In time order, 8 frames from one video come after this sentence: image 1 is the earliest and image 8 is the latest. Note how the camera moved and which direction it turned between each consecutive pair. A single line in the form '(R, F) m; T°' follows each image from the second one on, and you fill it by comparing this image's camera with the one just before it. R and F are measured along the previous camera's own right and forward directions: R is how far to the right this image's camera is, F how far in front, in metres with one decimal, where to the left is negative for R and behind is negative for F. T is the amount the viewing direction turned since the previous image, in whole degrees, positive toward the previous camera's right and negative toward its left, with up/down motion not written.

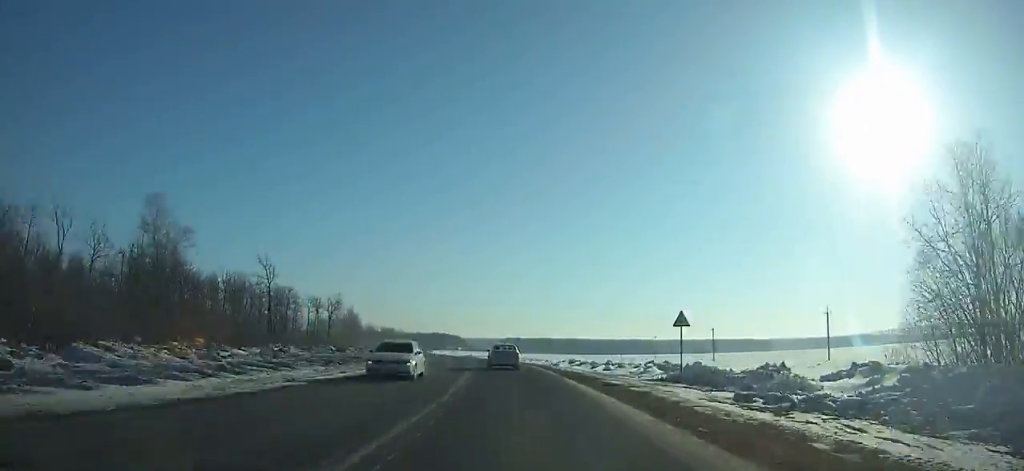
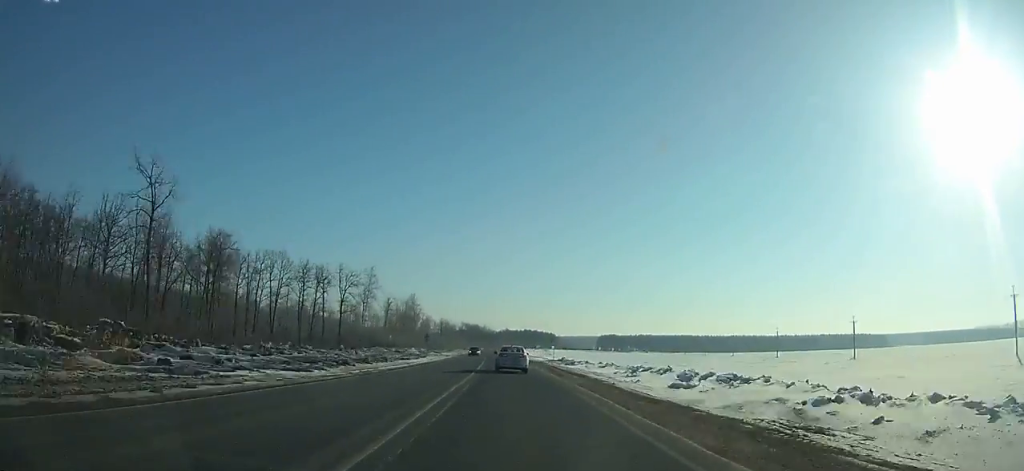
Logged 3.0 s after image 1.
(-4.8, +75.9) m; -6°
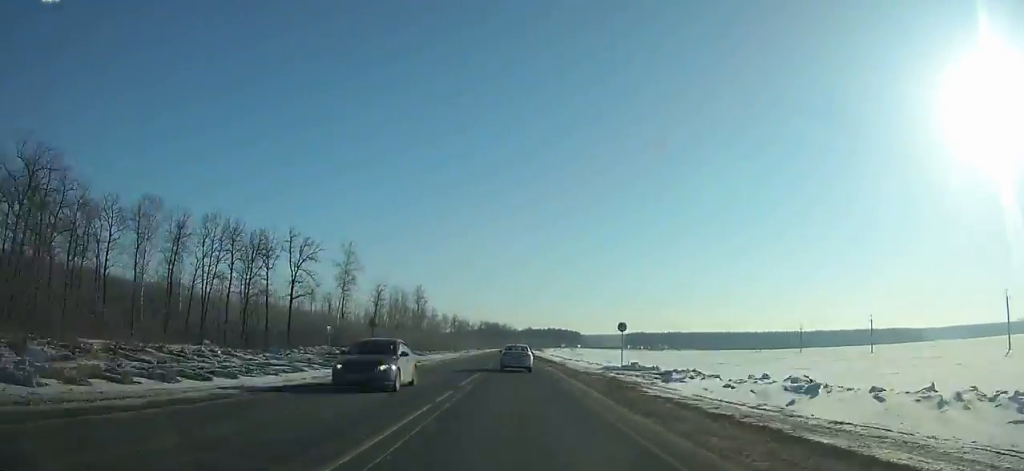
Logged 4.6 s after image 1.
(-1.0, +40.6) m; -2°
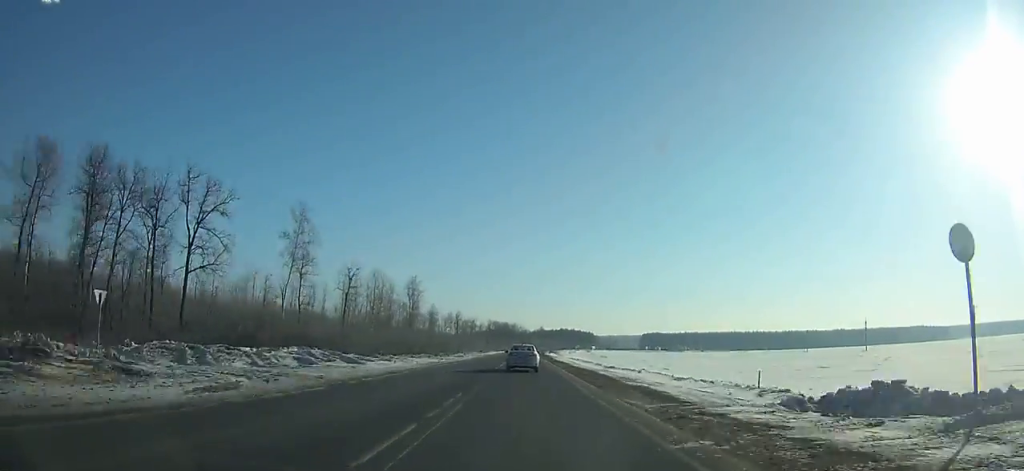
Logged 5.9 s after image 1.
(-0.5, +32.9) m; 0°
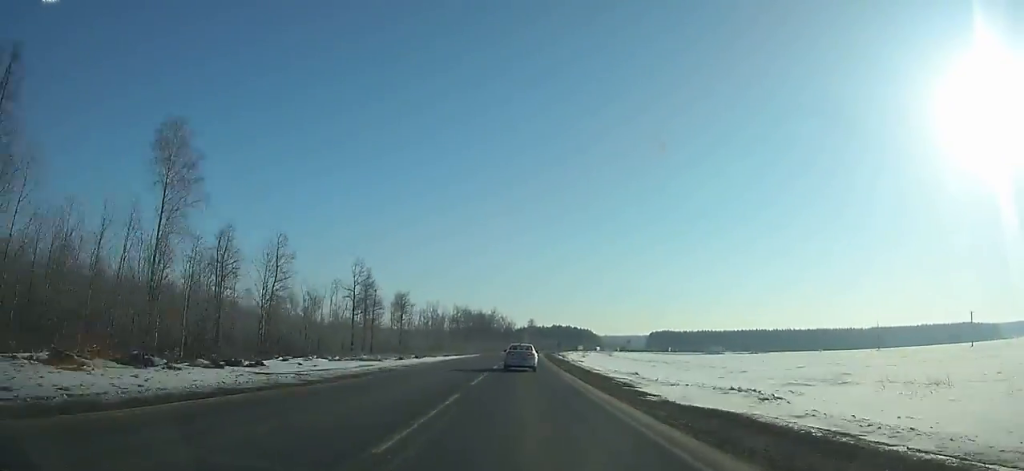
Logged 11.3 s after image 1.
(0.0, +135.1) m; +1°
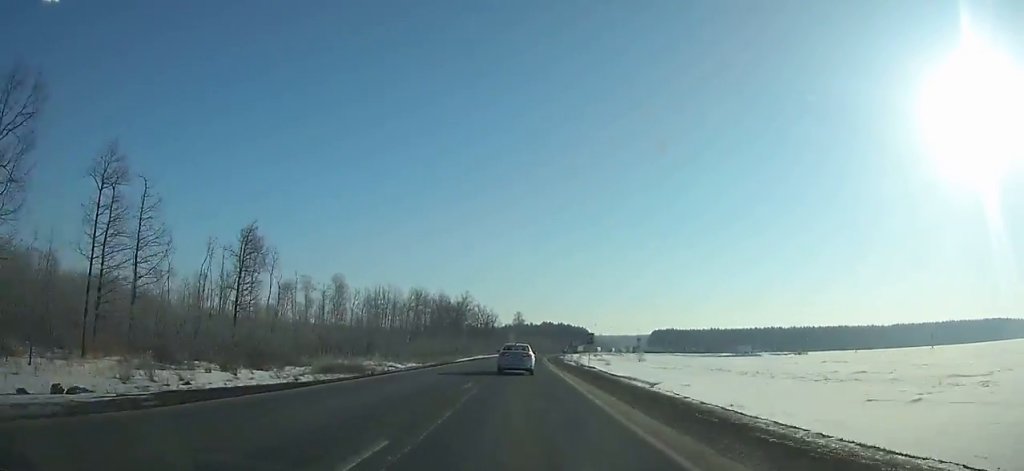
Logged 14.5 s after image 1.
(+1.2, +77.3) m; +2°
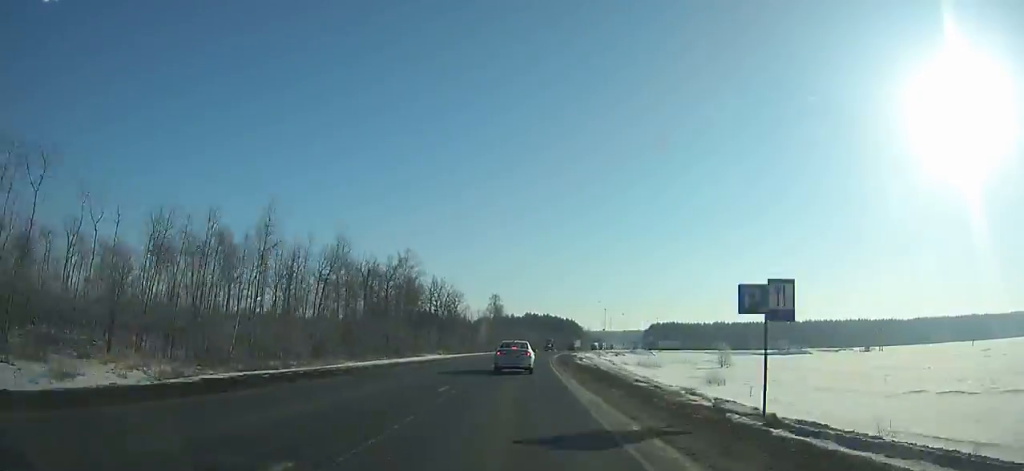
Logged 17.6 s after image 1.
(+1.5, +72.0) m; +3°
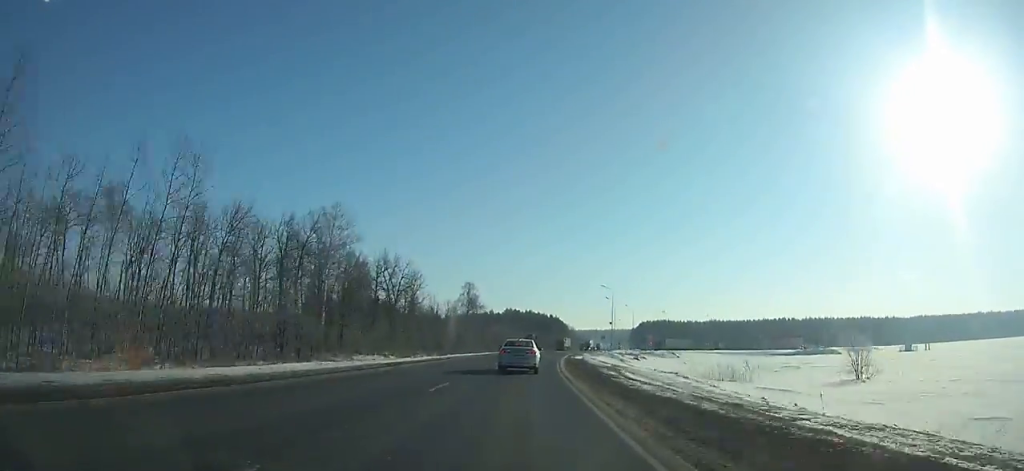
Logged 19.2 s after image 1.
(-0.4, +36.3) m; +2°
